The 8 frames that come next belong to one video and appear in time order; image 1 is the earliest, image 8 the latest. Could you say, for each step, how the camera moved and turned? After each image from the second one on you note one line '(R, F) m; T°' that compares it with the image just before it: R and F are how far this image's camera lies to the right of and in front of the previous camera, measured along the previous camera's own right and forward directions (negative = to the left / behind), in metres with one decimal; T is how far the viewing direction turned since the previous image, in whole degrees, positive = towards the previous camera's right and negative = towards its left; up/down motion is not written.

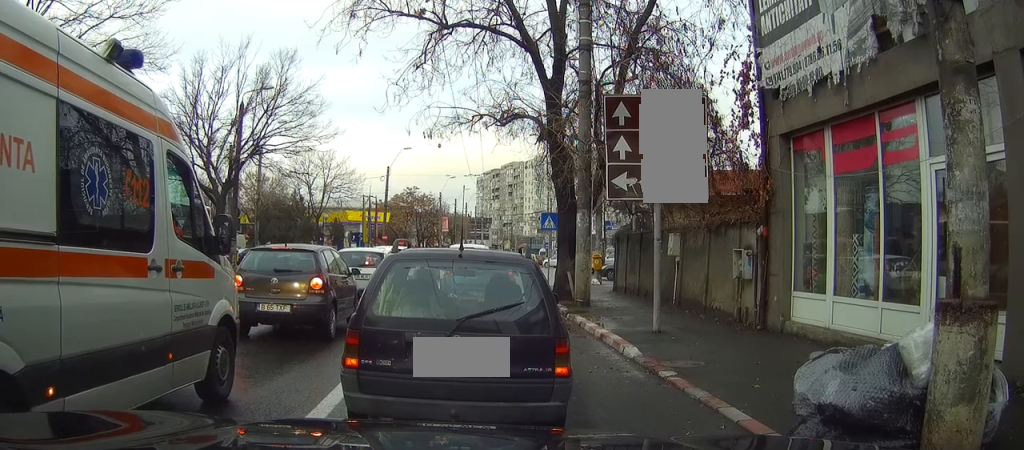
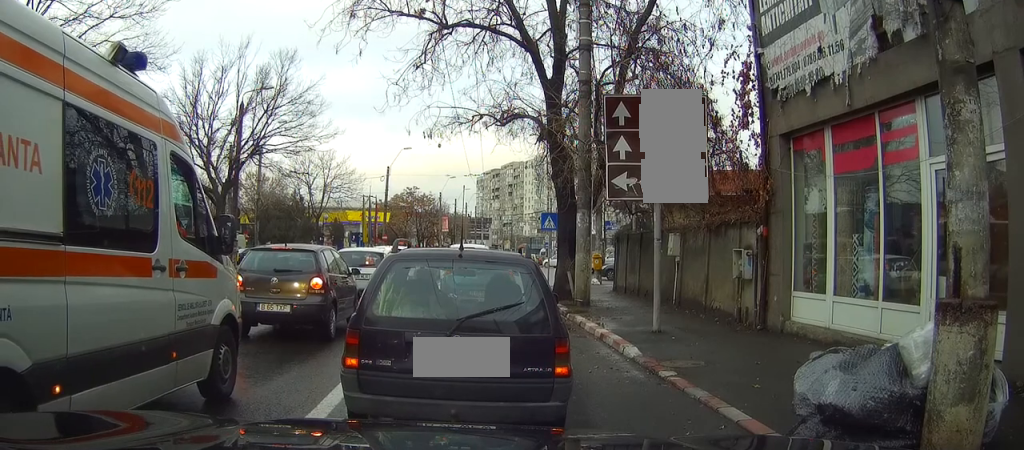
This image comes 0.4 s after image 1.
(0.0, 0.0) m; 0°
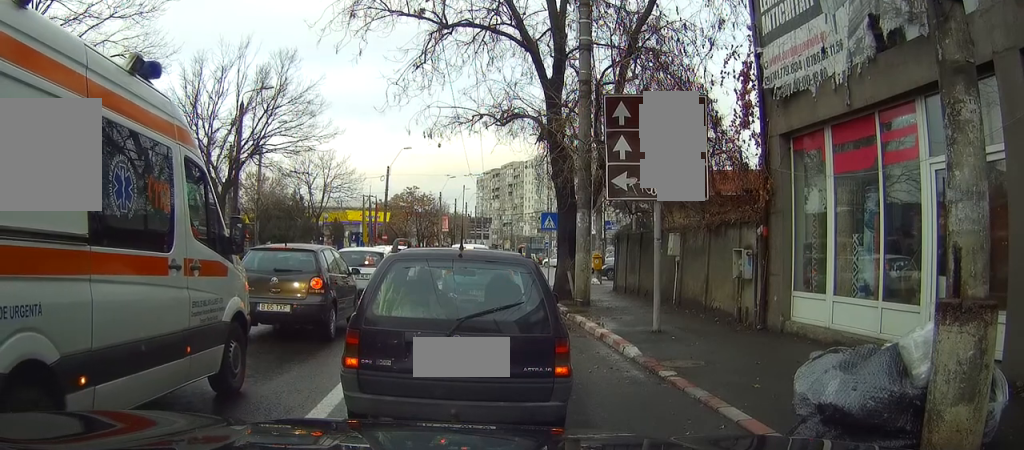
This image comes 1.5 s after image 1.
(0.0, 0.0) m; 0°
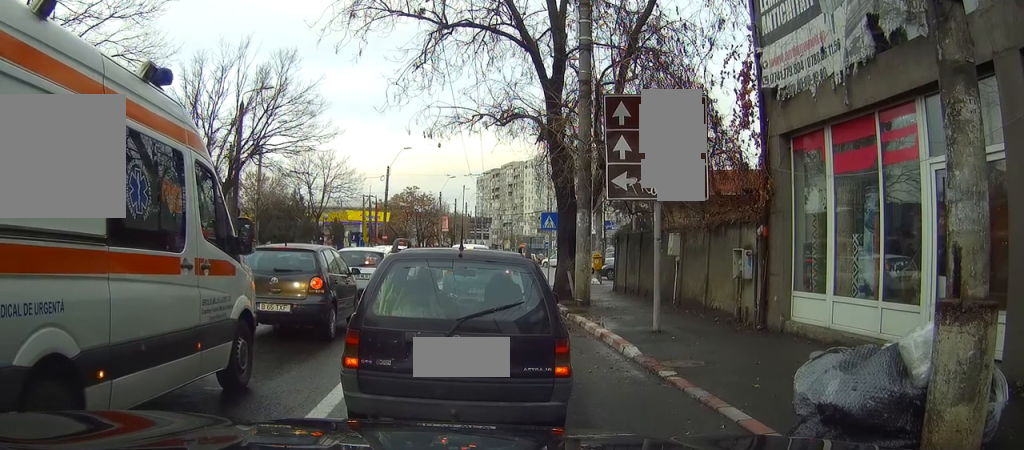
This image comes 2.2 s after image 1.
(0.0, 0.0) m; 0°
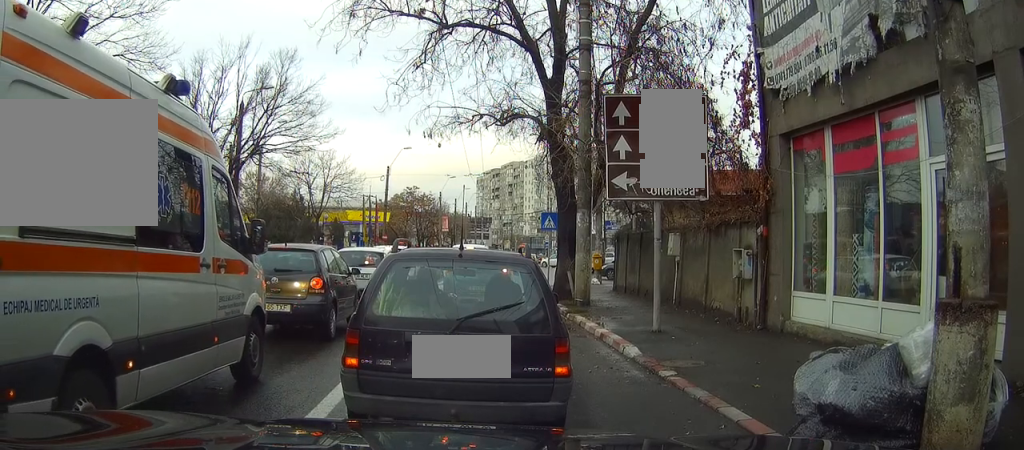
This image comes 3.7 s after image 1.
(0.0, 0.0) m; 0°
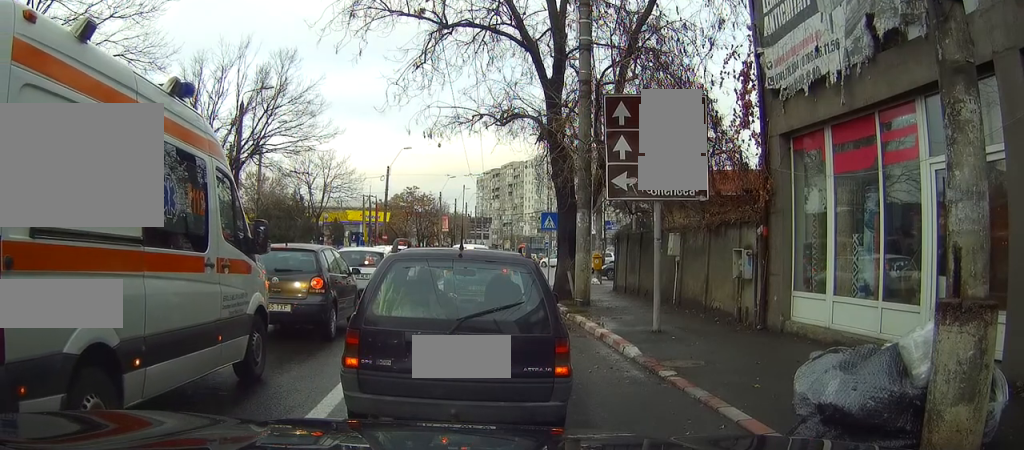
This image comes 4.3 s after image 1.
(0.0, 0.0) m; 0°
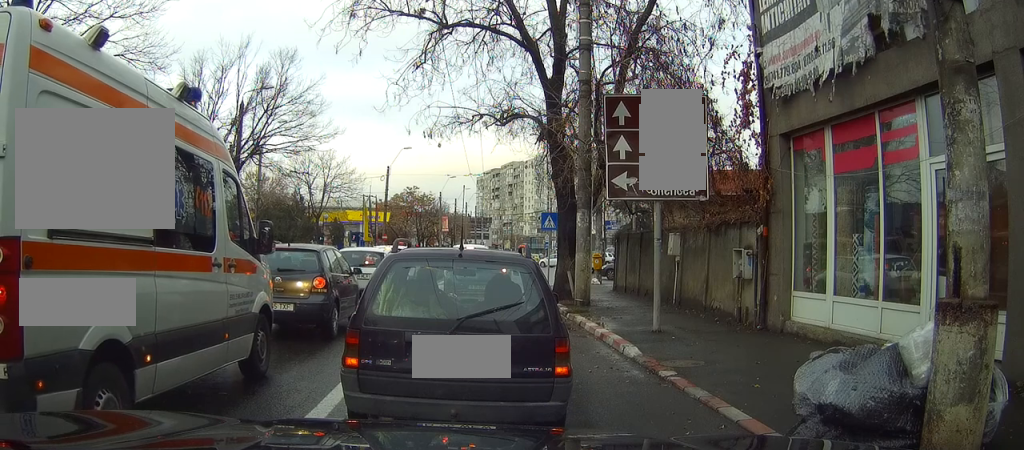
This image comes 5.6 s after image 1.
(0.0, 0.0) m; 0°
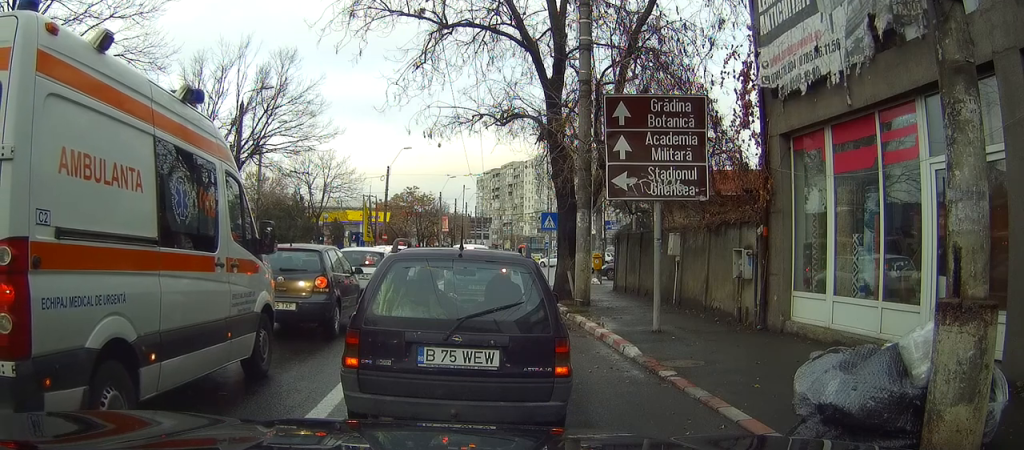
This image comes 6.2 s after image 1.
(0.0, 0.0) m; 0°
